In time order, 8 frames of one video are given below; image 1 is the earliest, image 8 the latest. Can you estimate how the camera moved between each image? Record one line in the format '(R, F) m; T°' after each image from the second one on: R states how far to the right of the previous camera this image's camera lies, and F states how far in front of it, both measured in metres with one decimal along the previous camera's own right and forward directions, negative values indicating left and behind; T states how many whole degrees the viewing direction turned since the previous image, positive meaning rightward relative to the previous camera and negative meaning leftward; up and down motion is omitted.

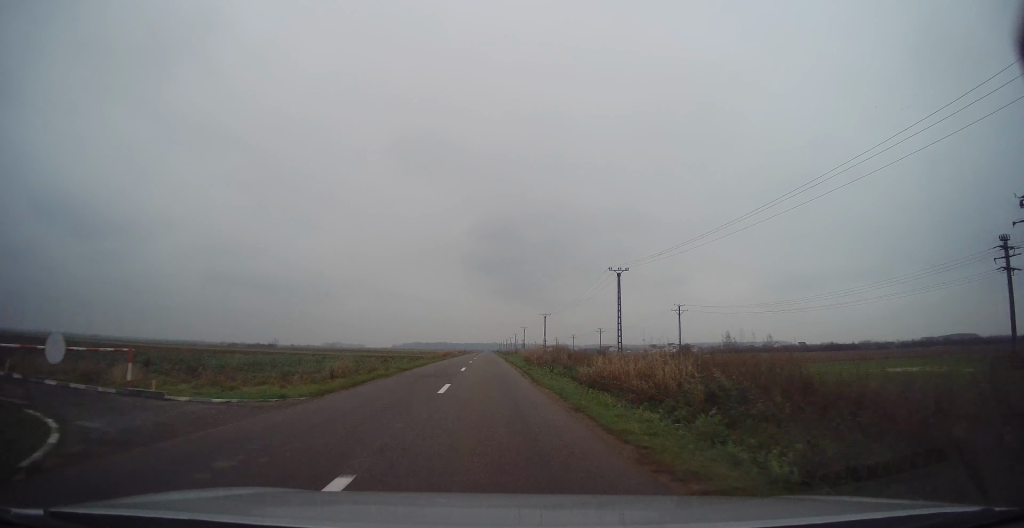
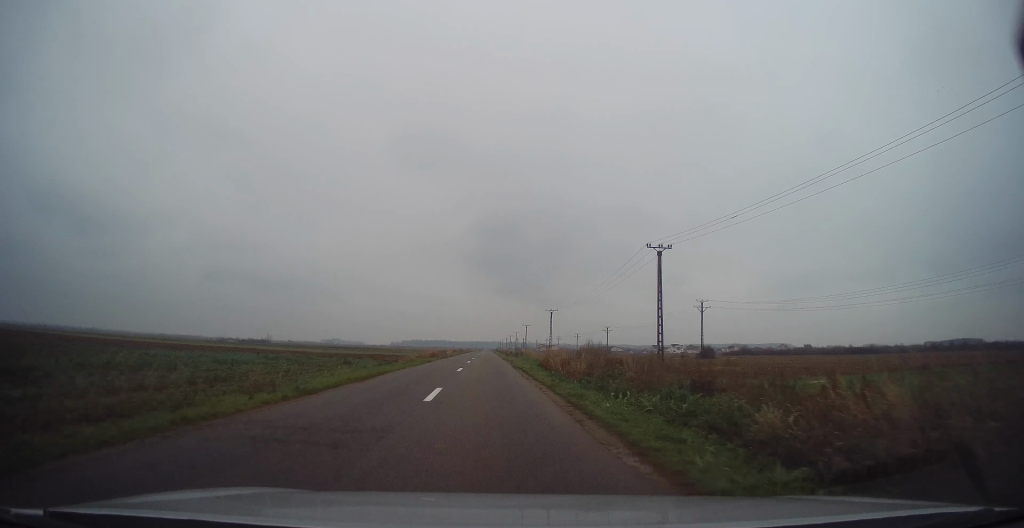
(0.0, +14.8) m; 0°
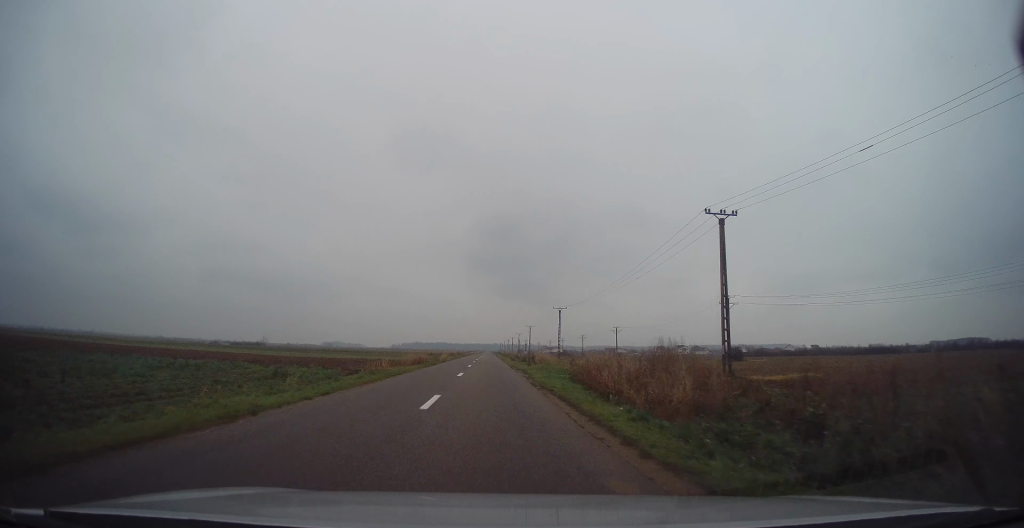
(0.0, +13.0) m; 0°
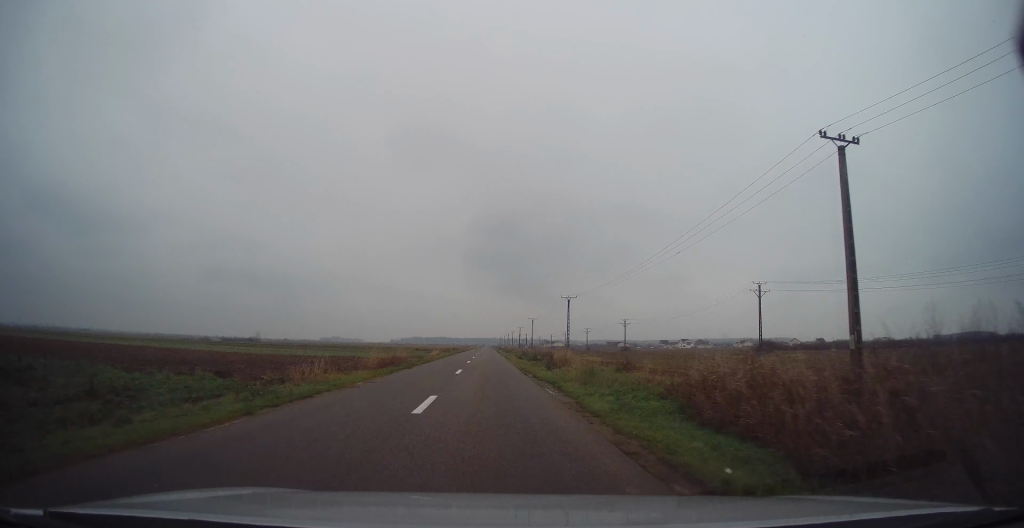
(0.0, +13.2) m; 0°
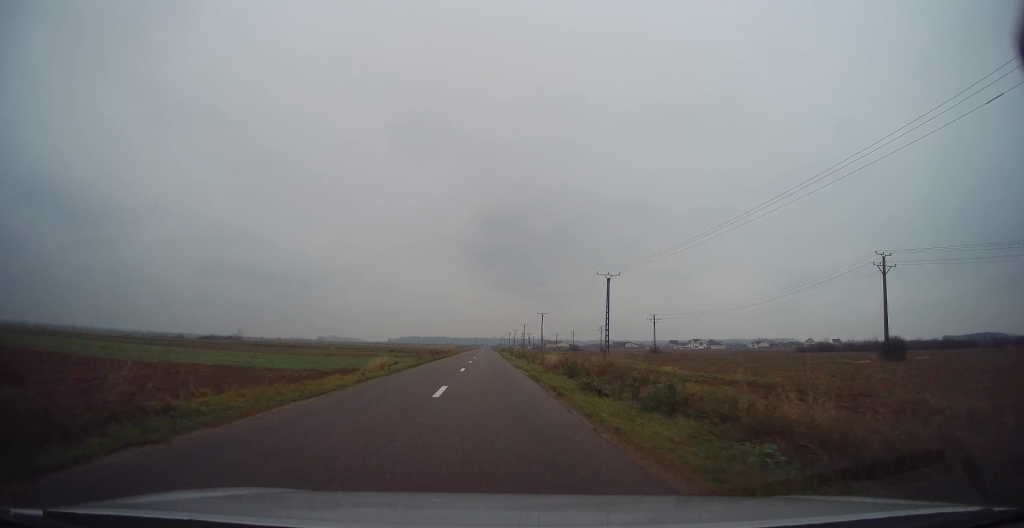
(0.0, +32.3) m; 0°
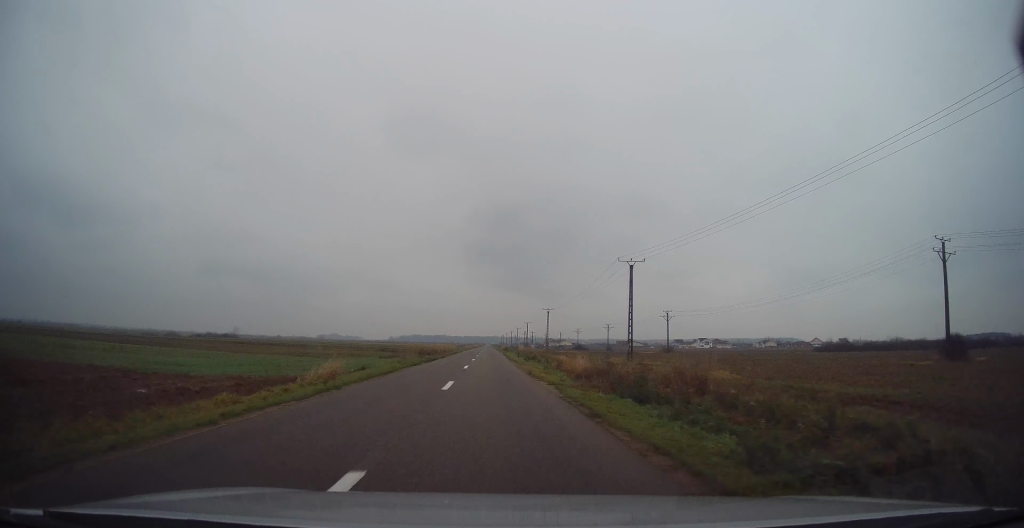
(0.0, +10.7) m; 0°
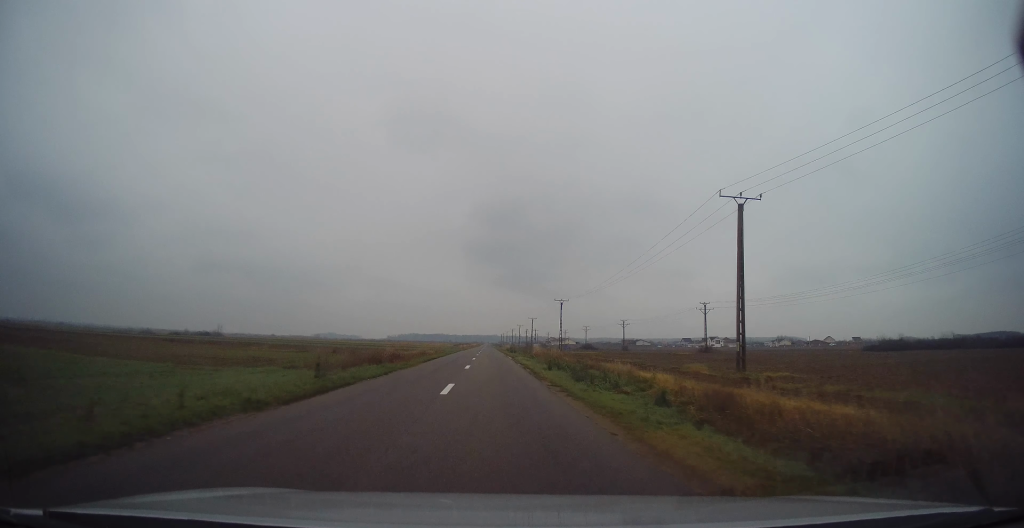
(0.0, +24.7) m; -1°
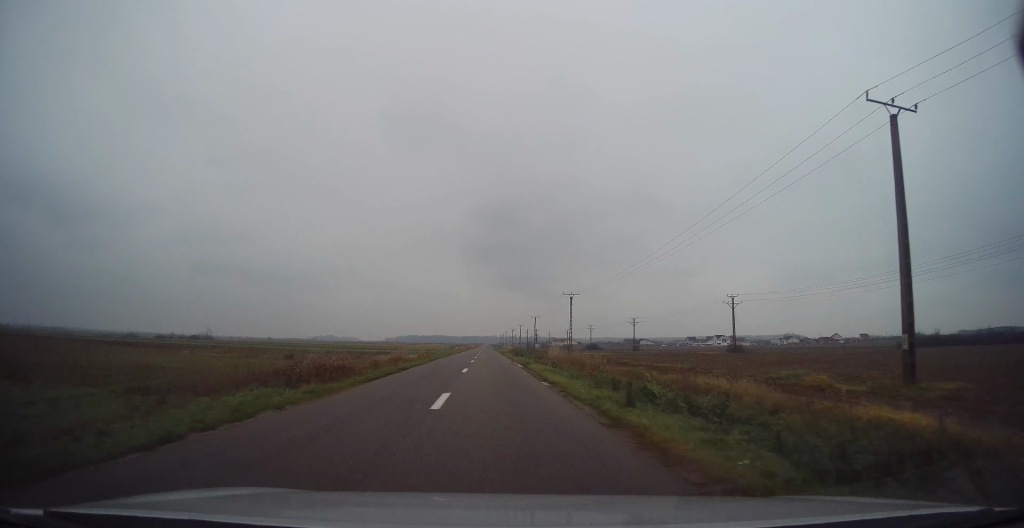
(-0.1, +14.2) m; 0°
